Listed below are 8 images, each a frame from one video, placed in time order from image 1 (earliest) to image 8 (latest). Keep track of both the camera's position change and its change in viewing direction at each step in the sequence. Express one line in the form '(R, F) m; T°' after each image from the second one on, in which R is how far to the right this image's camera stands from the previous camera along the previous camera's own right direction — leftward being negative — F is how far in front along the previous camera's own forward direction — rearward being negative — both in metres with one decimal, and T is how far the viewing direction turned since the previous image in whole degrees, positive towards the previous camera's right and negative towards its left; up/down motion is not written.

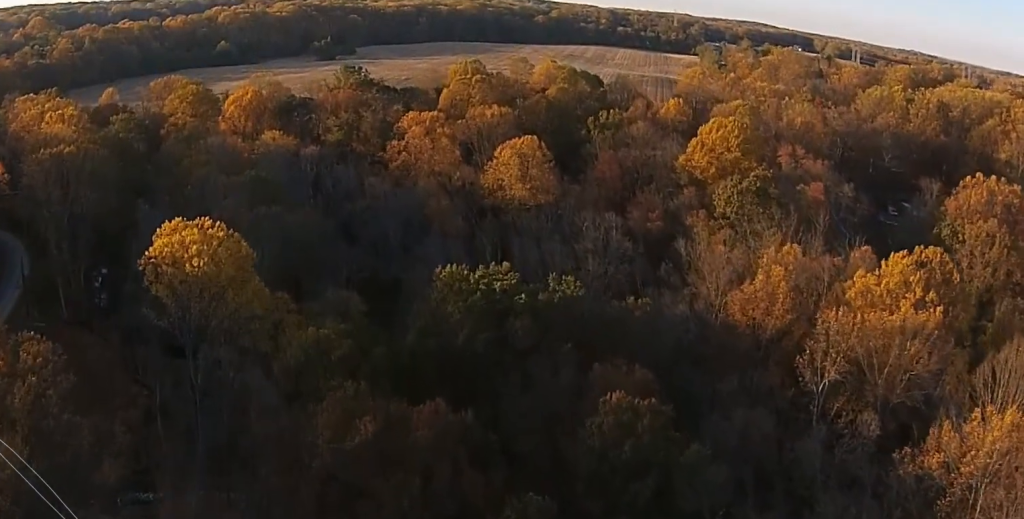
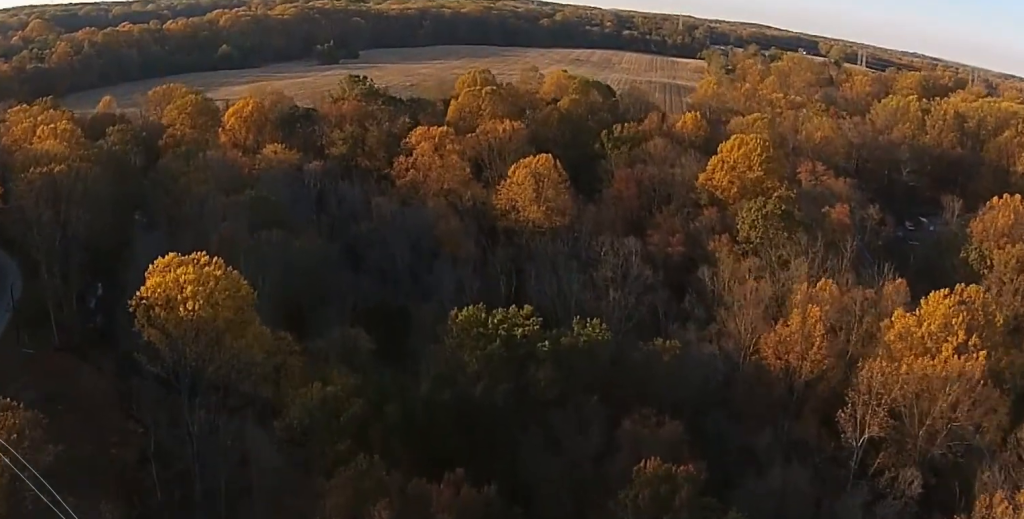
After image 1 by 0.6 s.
(0.0, +9.2) m; 0°
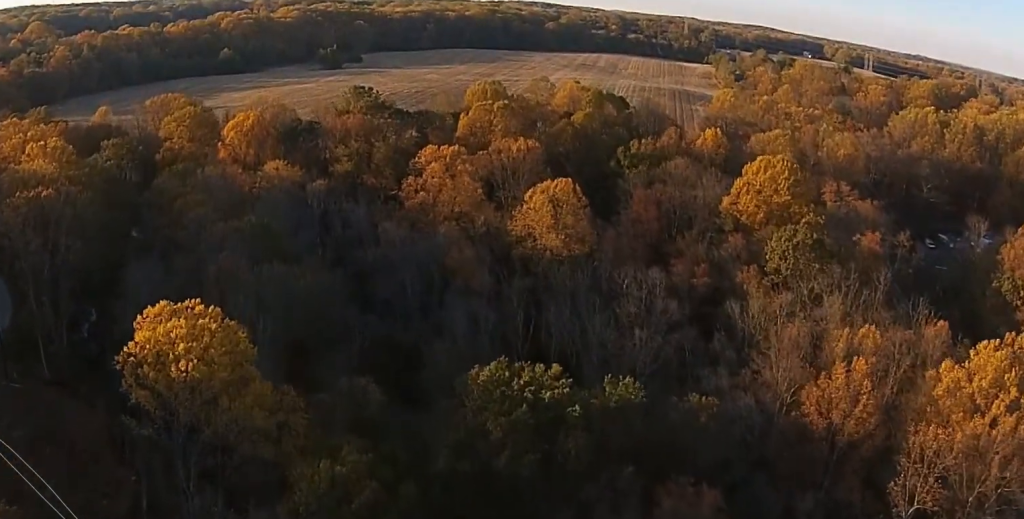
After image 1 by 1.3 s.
(0.0, +10.9) m; 0°
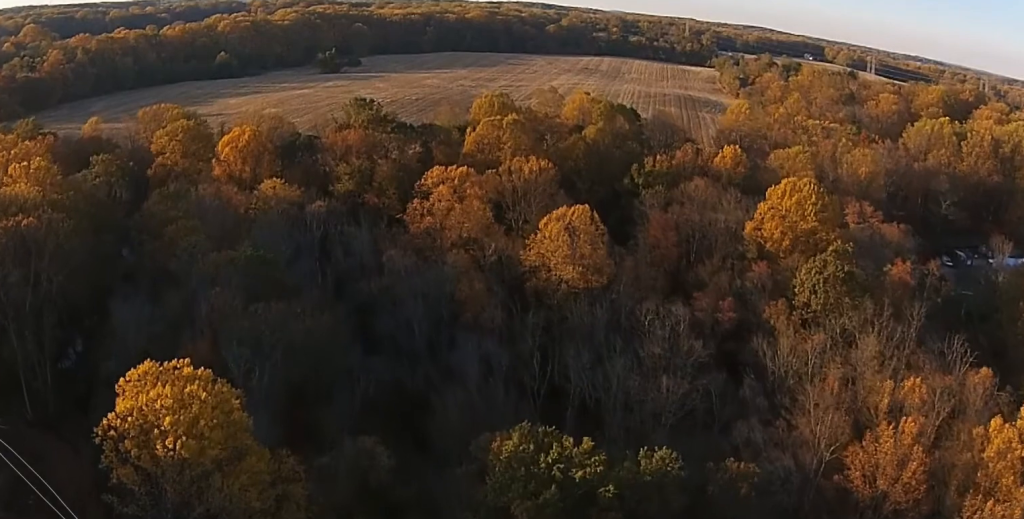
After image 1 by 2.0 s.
(-0.1, +11.6) m; 0°
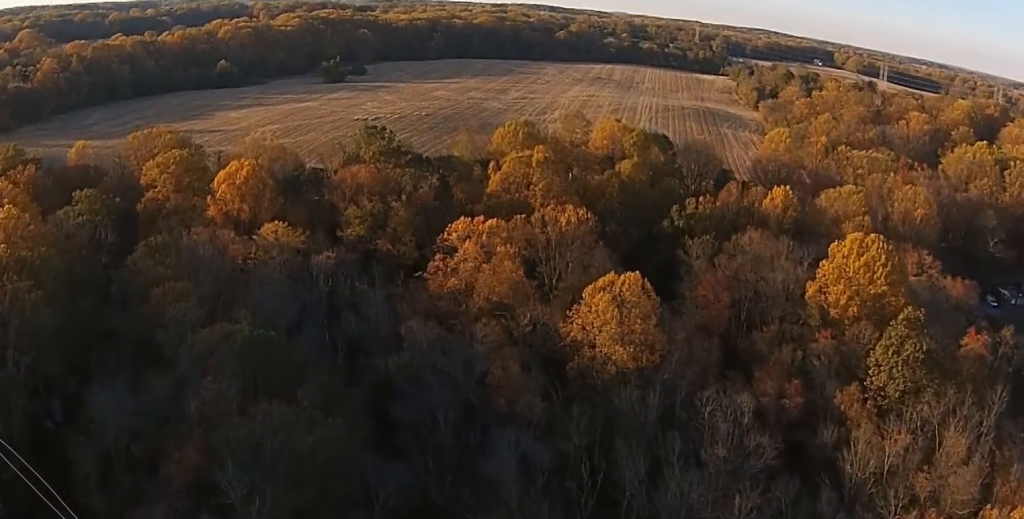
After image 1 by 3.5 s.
(0.0, +23.7) m; 0°
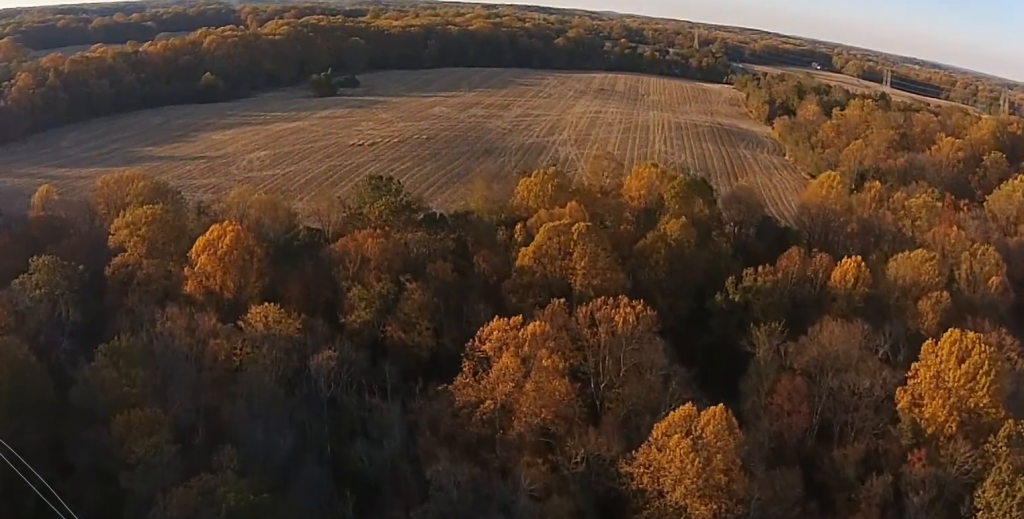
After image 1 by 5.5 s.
(+0.2, +32.6) m; +2°
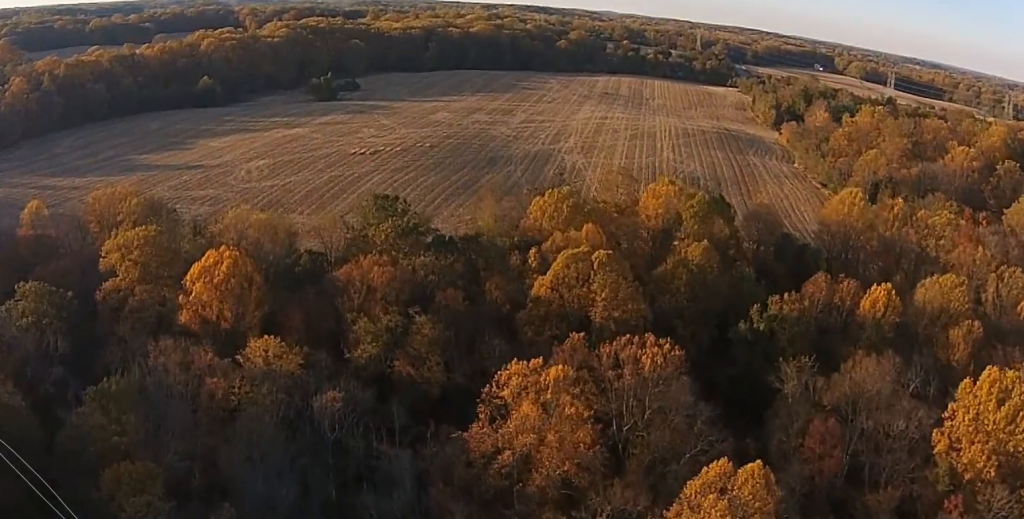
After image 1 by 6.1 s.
(+0.3, +10.2) m; -1°
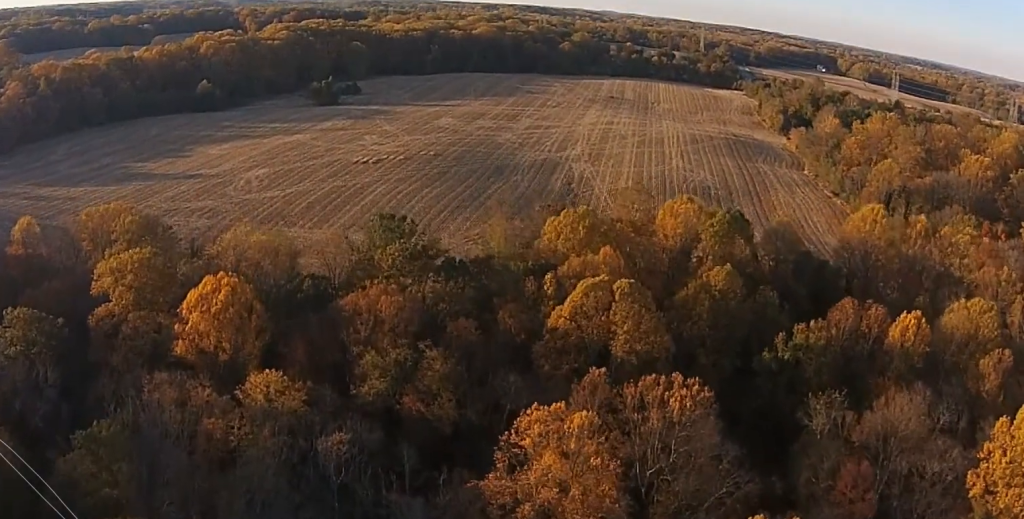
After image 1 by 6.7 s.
(0.0, +9.5) m; -1°
